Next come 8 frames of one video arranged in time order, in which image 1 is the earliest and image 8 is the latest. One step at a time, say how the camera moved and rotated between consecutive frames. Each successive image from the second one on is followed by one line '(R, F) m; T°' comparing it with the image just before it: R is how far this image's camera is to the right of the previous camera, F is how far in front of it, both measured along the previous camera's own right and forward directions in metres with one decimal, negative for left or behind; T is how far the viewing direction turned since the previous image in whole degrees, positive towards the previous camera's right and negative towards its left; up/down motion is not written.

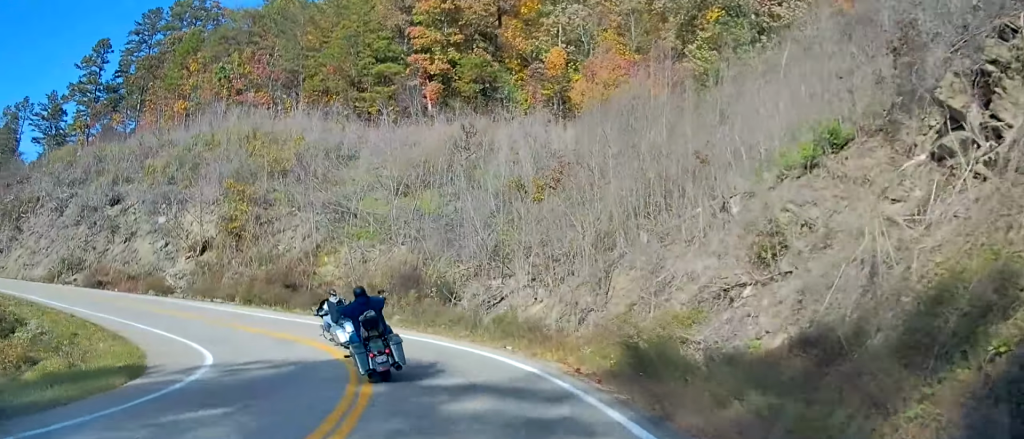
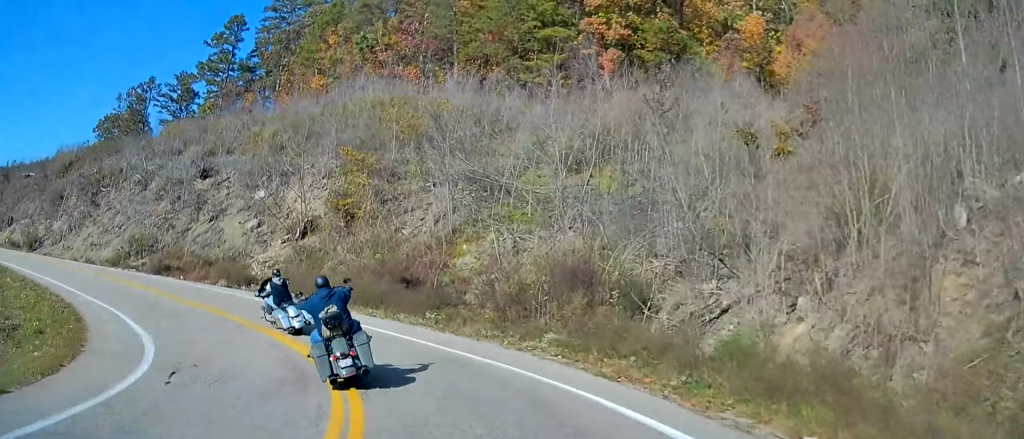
(-1.4, +10.4) m; -14°
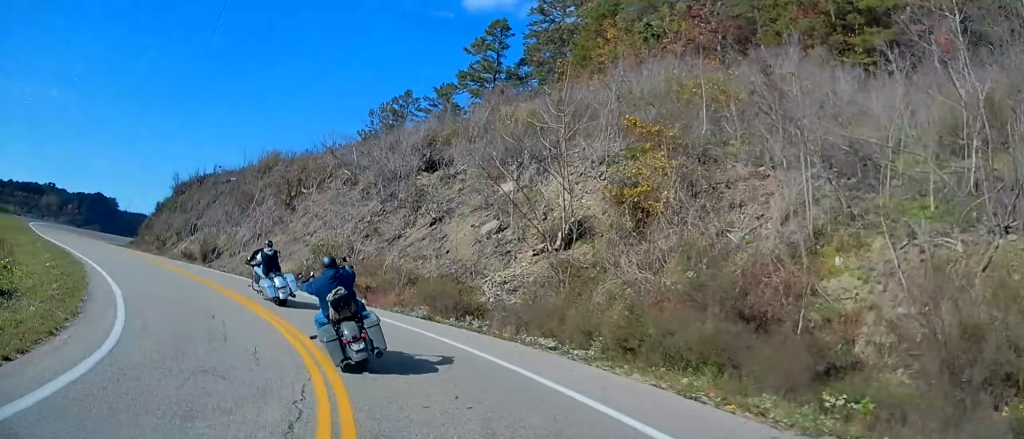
(-2.2, +12.1) m; -29°
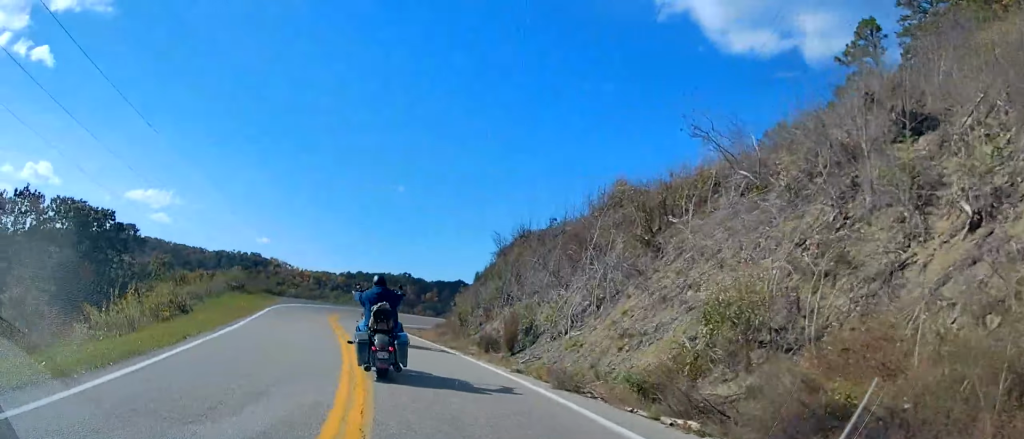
(-5.8, +13.4) m; -35°
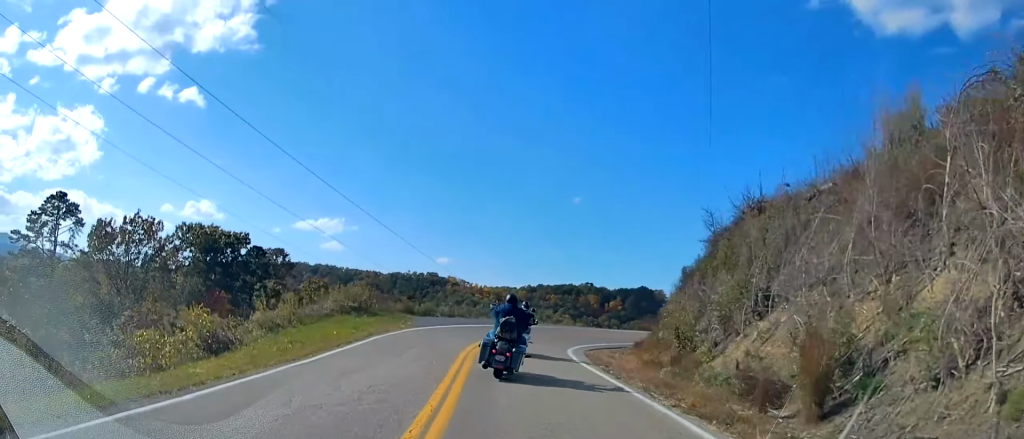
(-1.8, +11.4) m; -12°
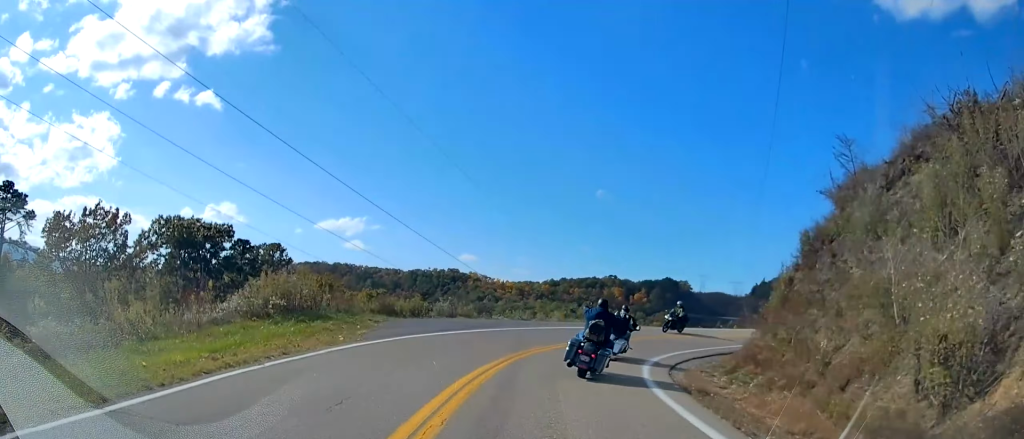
(-0.6, +12.0) m; +1°
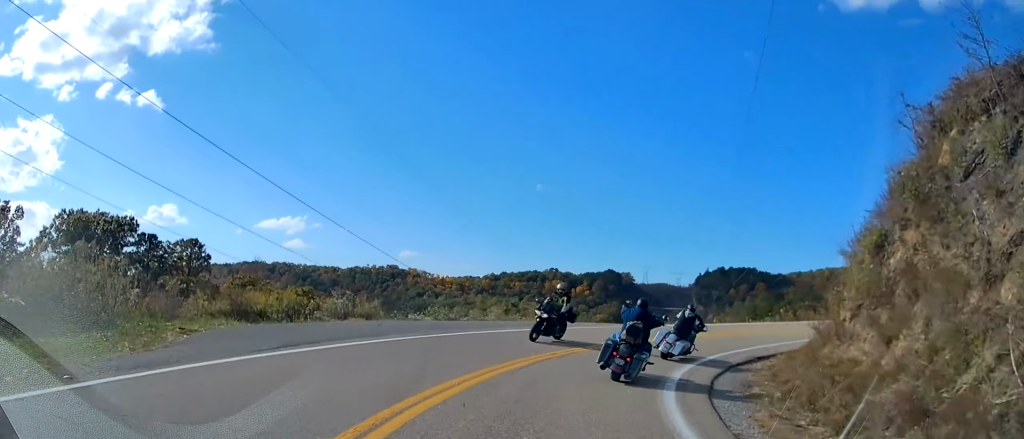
(+0.3, +8.9) m; +8°
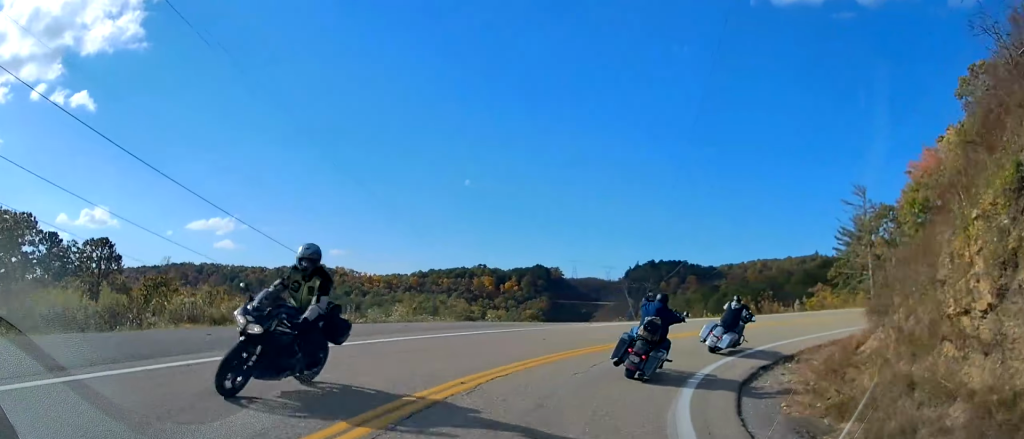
(+0.3, +6.2) m; +7°
